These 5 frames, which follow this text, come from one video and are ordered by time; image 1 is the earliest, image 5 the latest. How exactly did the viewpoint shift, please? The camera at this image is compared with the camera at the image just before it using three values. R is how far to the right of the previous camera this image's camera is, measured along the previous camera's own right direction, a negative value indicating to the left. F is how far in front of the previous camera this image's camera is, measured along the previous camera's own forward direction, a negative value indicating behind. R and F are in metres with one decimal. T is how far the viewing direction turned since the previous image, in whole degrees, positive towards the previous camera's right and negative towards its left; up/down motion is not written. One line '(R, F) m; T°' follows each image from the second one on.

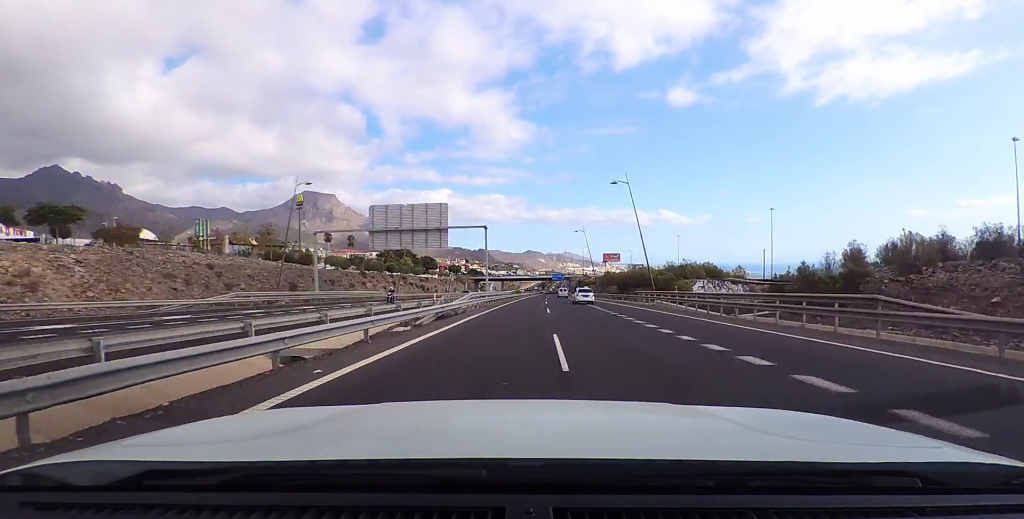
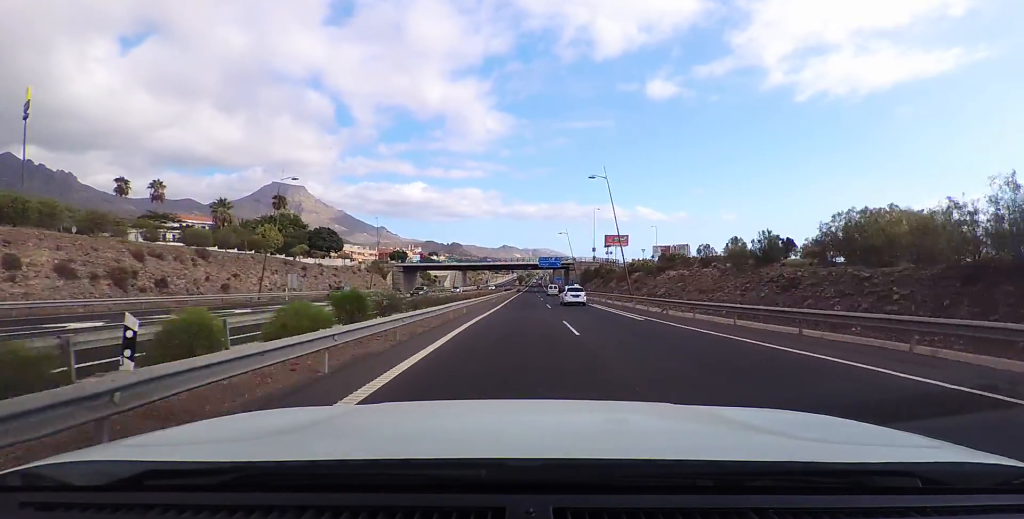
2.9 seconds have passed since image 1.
(+1.6, +79.7) m; +3°
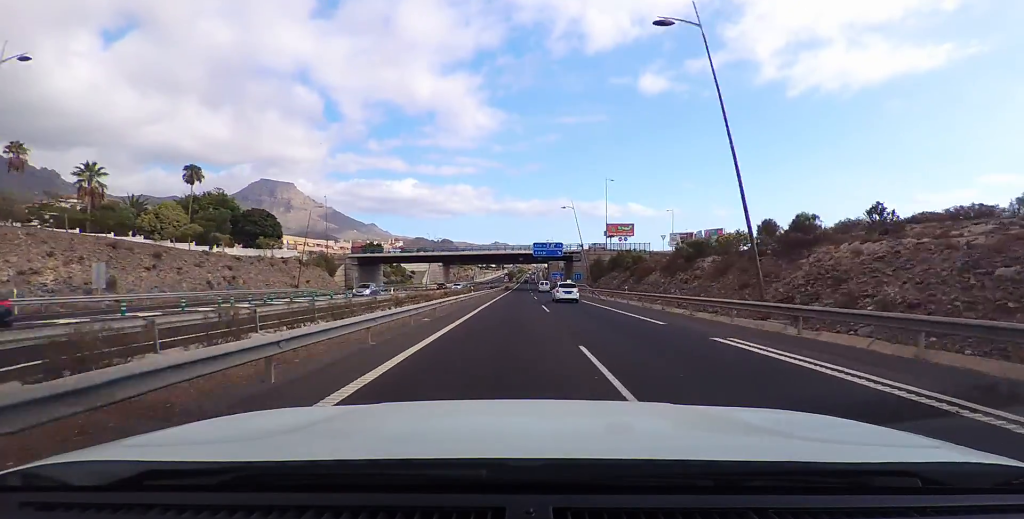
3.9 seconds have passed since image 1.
(+0.9, +24.9) m; +2°
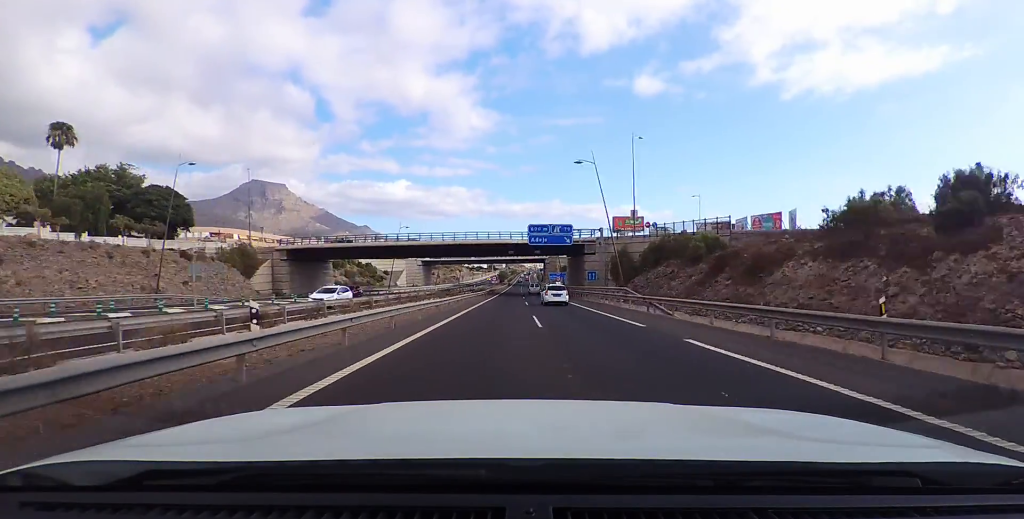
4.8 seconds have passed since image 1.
(0.0, +23.5) m; +1°
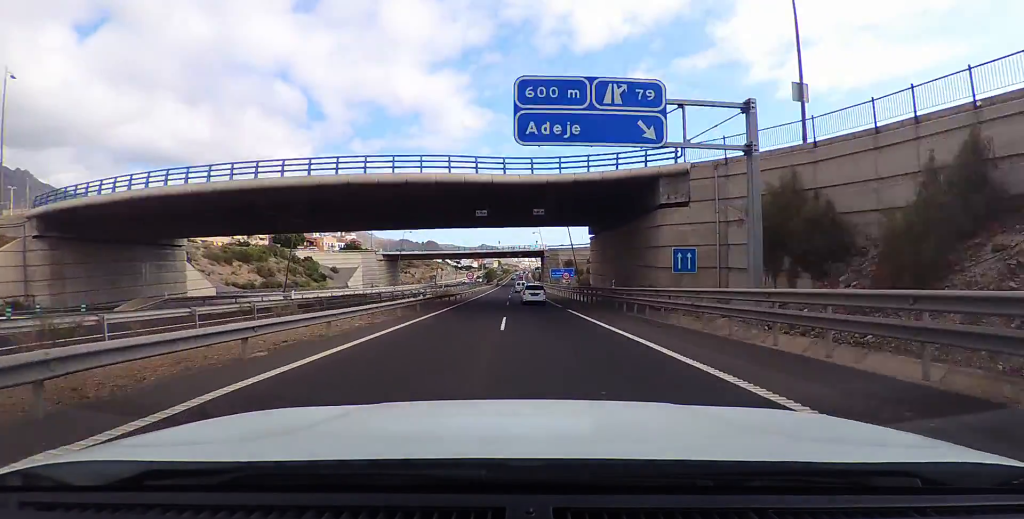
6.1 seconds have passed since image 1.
(+0.4, +33.7) m; 0°
